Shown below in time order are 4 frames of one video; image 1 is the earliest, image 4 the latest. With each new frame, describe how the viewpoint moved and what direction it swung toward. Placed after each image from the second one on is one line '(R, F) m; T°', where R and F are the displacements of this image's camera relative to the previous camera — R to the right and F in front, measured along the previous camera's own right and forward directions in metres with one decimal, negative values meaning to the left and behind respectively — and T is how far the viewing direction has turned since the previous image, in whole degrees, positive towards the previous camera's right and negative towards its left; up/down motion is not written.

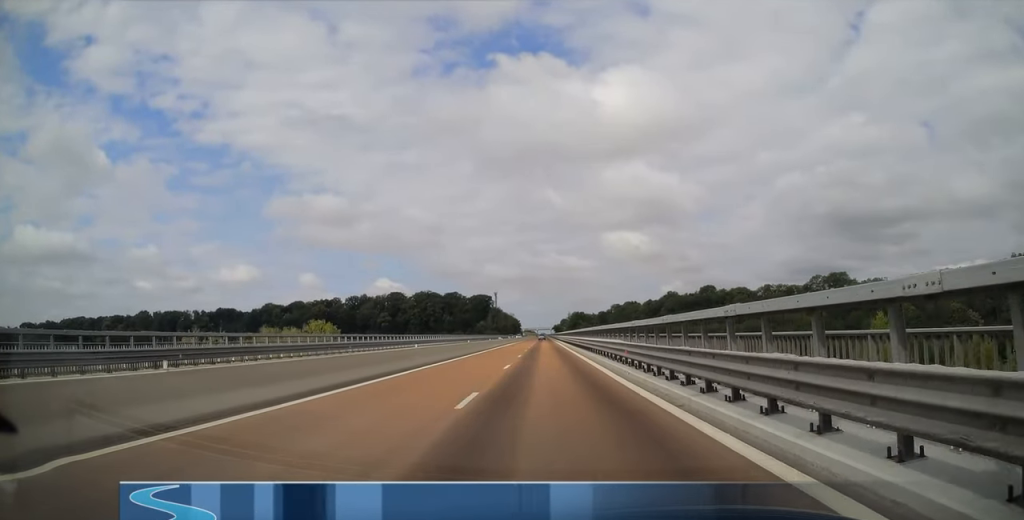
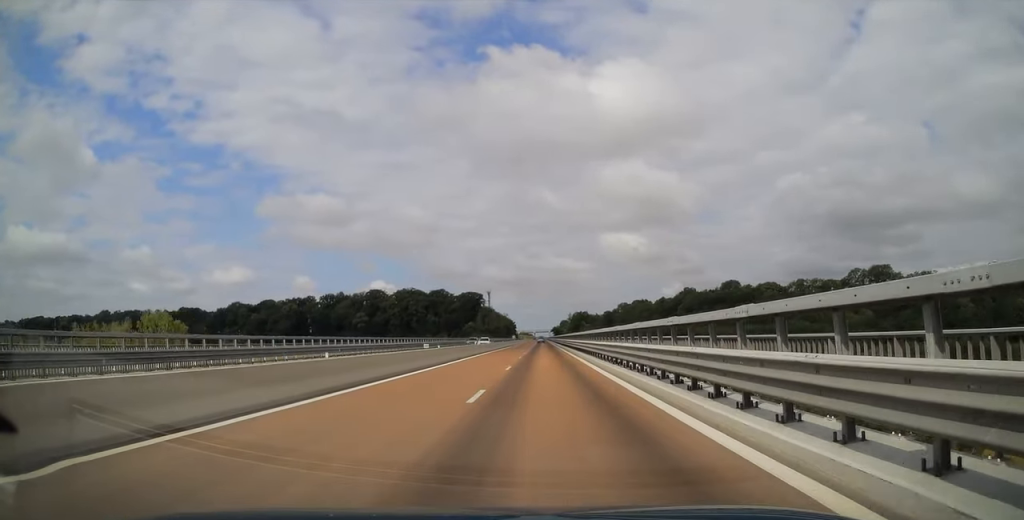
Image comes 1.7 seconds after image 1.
(+0.3, +49.7) m; 0°
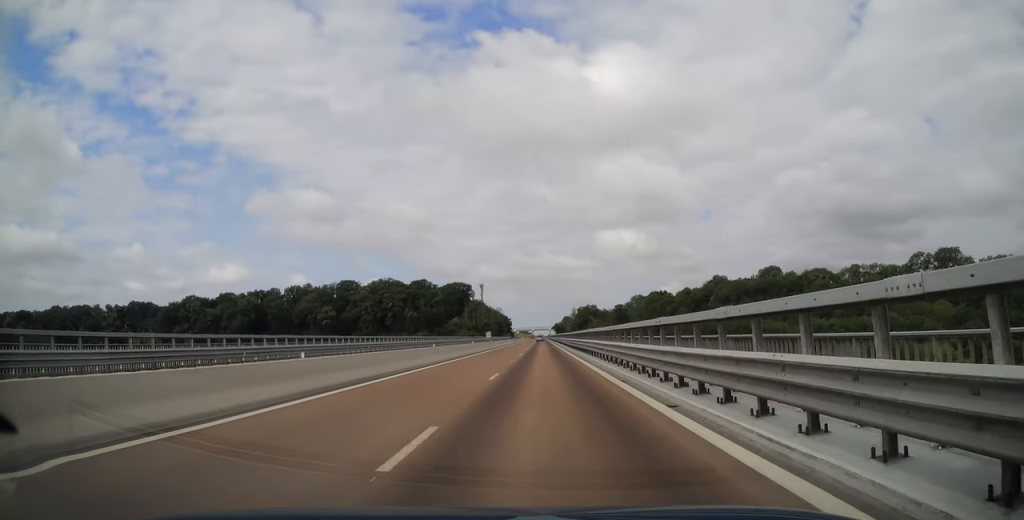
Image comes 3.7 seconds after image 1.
(+0.1, +57.7) m; 0°
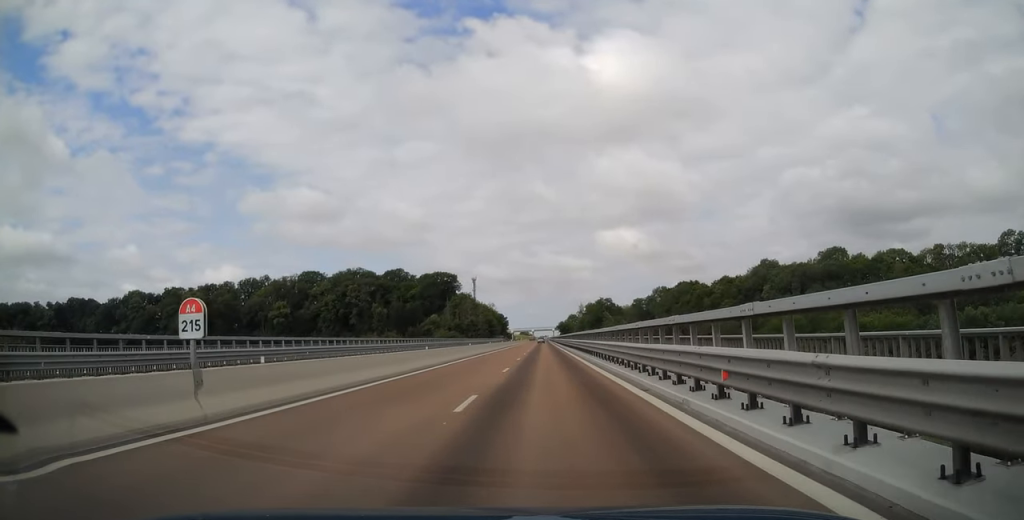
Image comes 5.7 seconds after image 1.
(-0.6, +59.3) m; 0°
